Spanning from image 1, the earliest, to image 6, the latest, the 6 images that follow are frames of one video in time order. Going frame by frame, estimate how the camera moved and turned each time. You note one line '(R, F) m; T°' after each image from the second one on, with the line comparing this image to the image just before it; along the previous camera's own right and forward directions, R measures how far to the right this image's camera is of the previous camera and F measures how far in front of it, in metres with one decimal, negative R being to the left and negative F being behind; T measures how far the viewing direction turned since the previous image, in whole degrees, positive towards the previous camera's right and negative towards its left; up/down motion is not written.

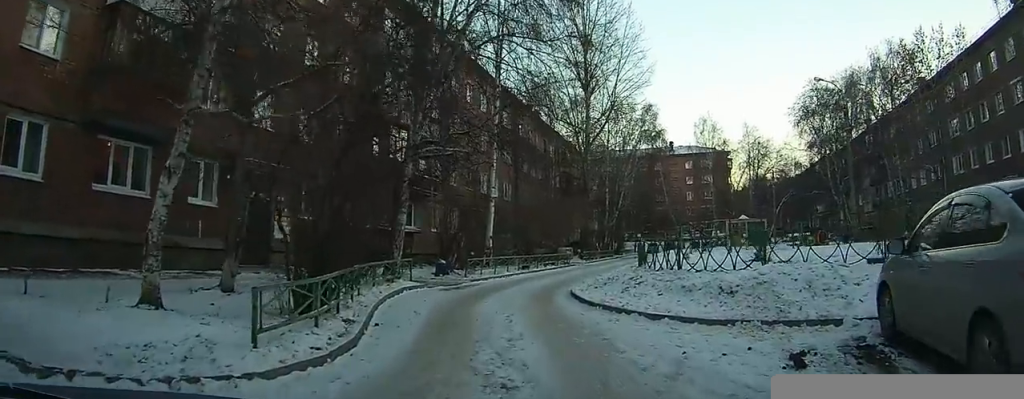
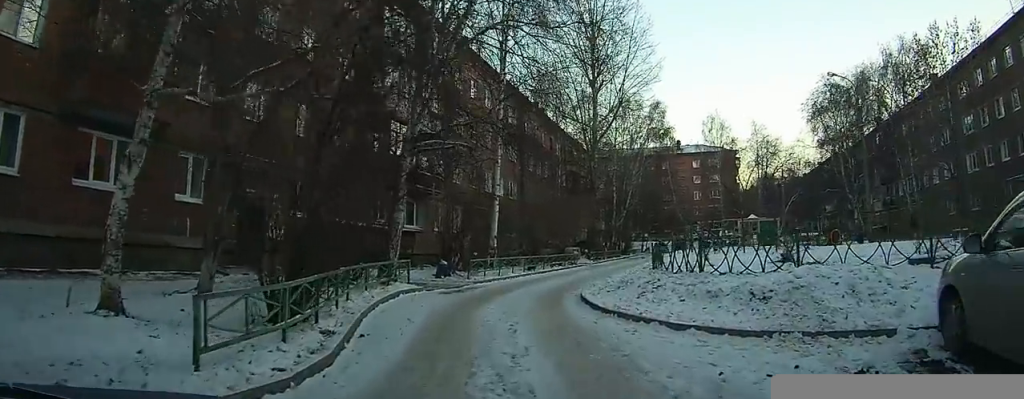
(0.0, +0.8) m; 0°
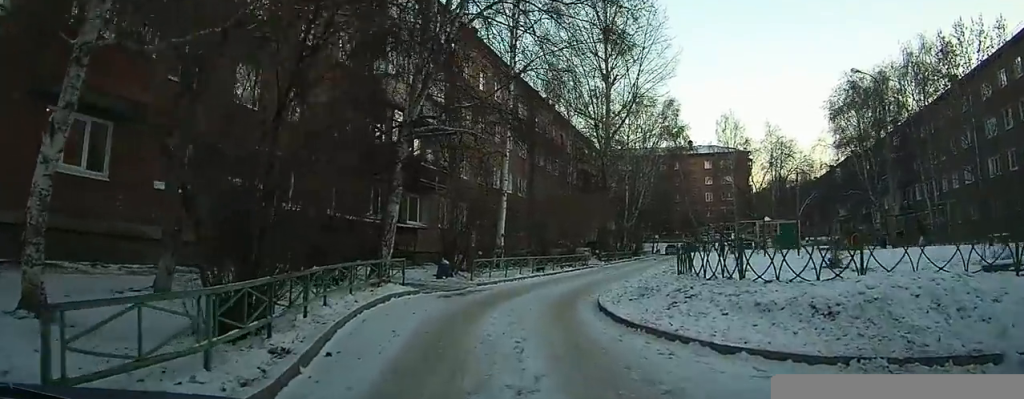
(0.0, +1.3) m; +1°
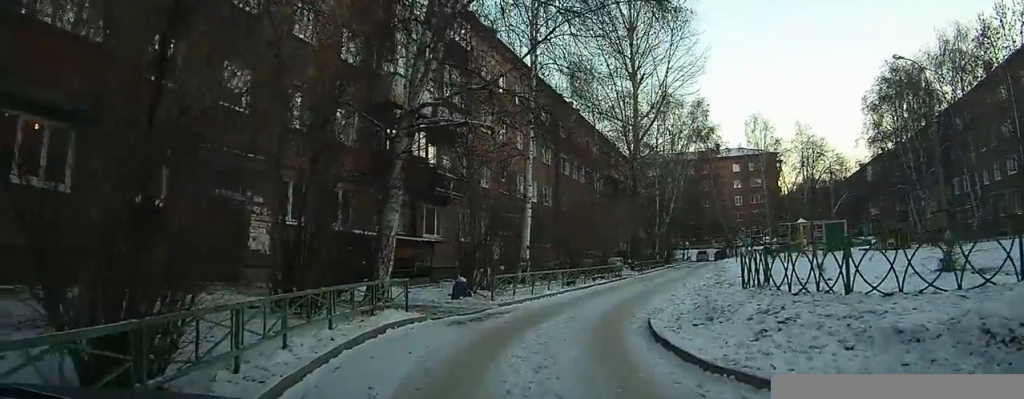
(0.0, +2.1) m; -2°
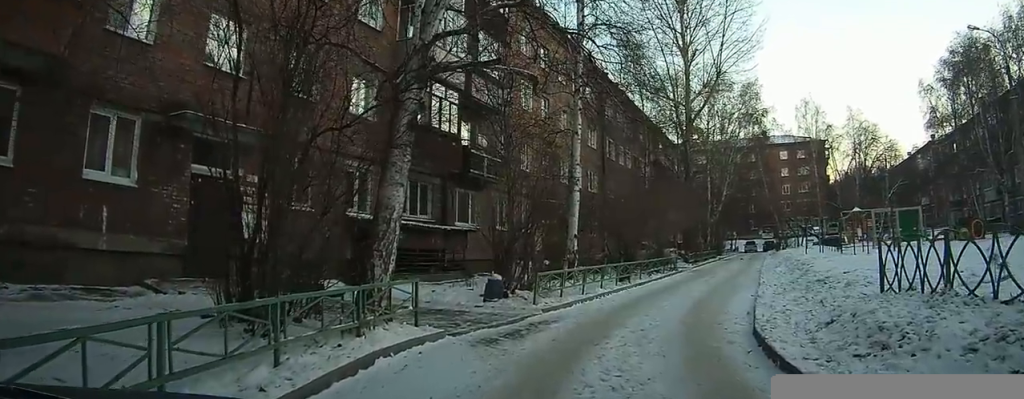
(-0.1, +4.5) m; -2°
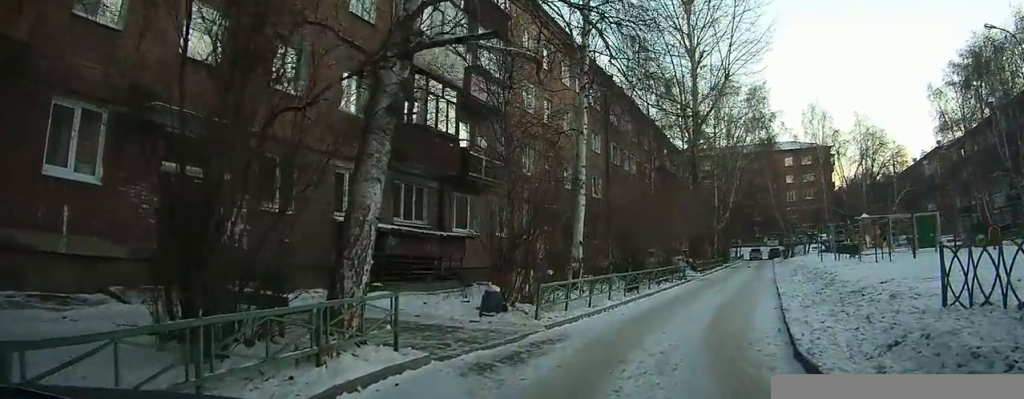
(-0.1, +2.8) m; +1°
